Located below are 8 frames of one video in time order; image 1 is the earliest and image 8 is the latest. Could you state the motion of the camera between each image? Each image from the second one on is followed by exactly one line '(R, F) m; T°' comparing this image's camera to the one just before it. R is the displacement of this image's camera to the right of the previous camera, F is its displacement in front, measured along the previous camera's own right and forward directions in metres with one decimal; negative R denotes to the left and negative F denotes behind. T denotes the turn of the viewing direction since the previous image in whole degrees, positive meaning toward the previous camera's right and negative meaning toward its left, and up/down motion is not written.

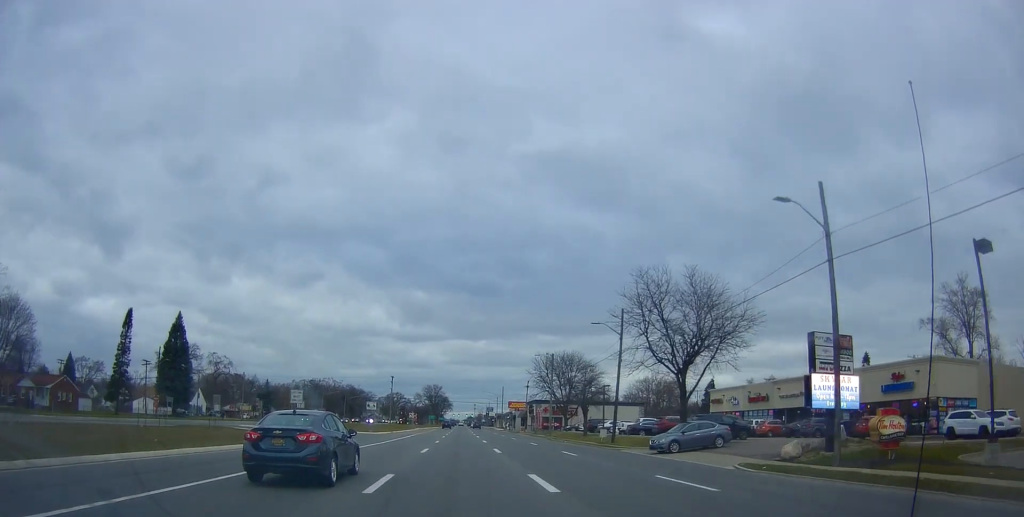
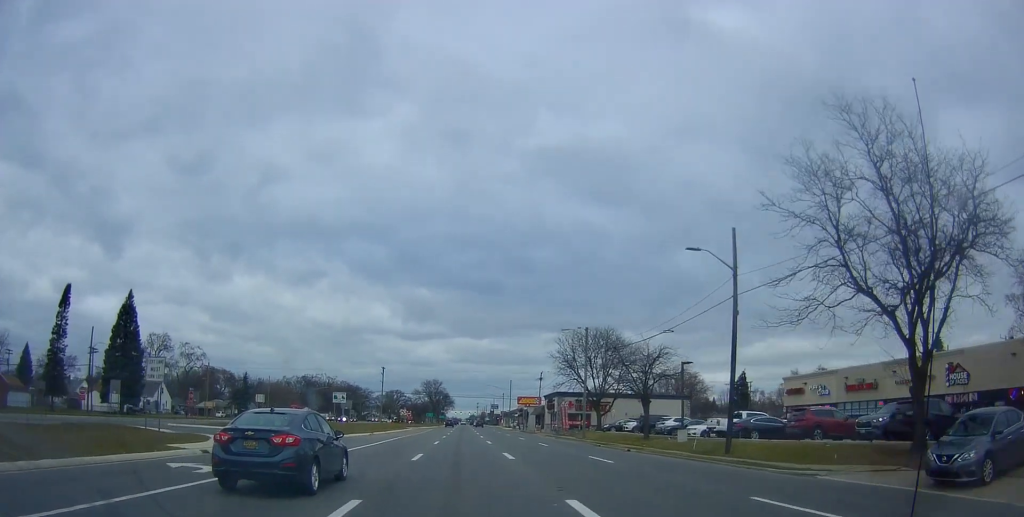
(+0.4, +20.2) m; -1°
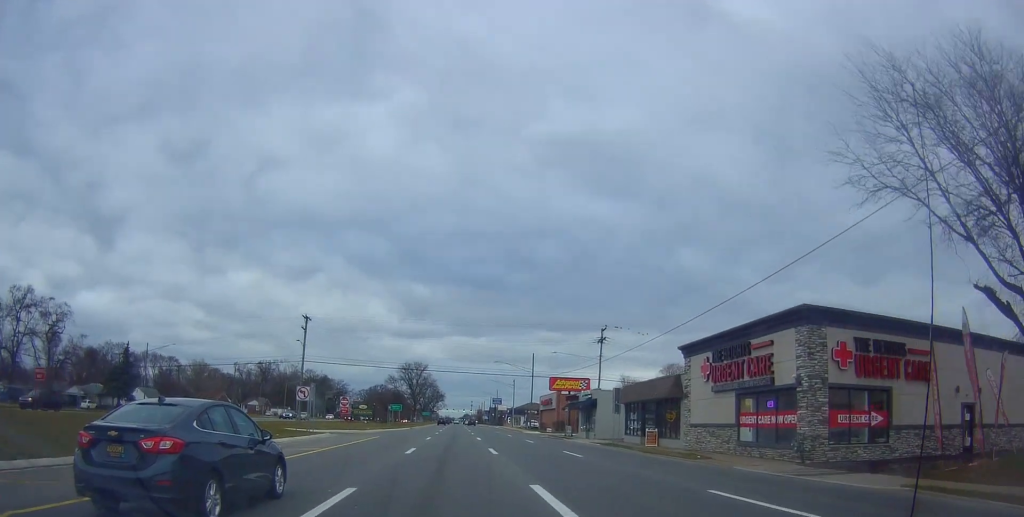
(-0.7, +58.9) m; 0°
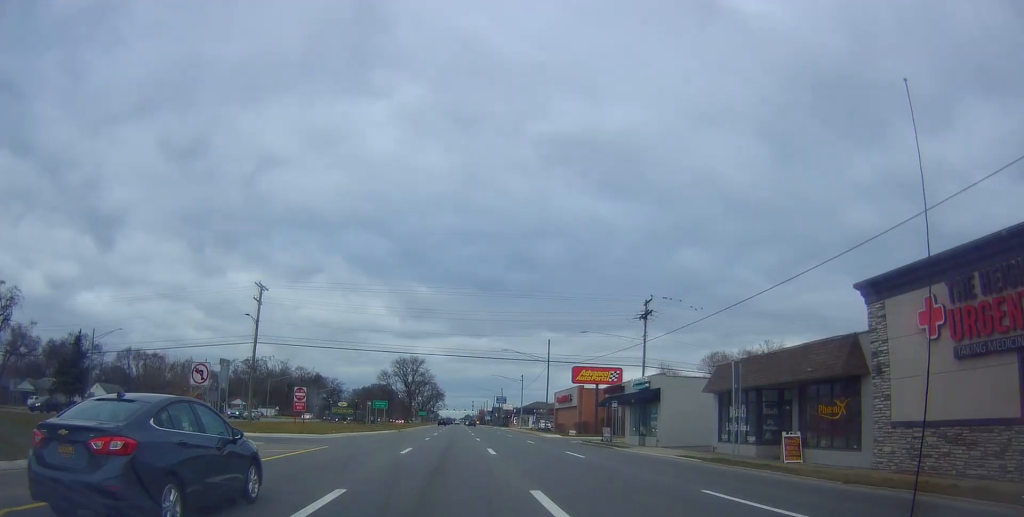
(+0.4, +16.3) m; +1°
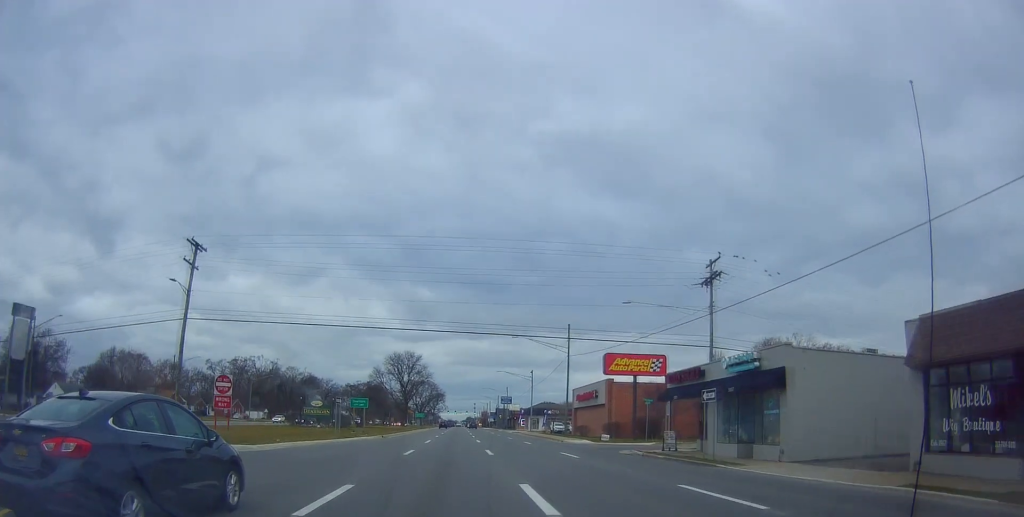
(+0.1, +14.2) m; 0°
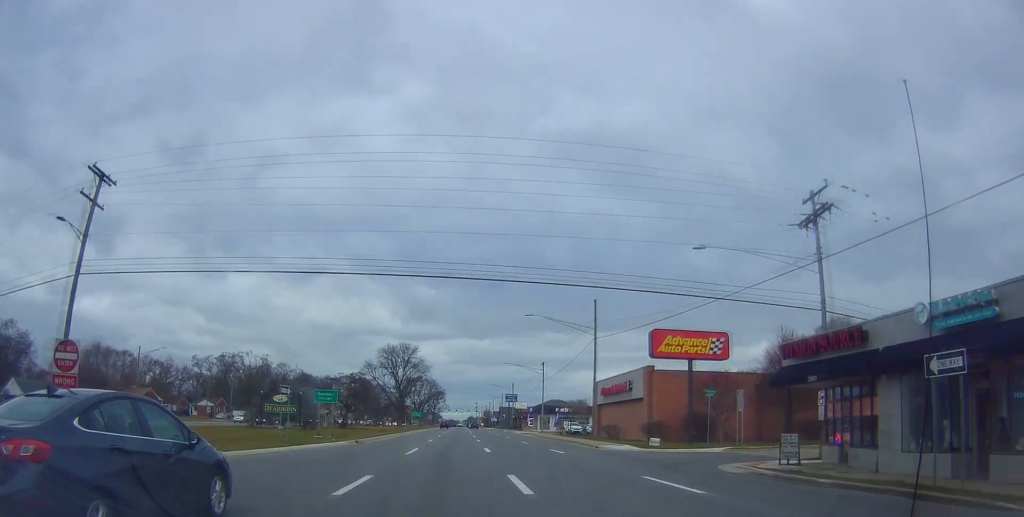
(-0.3, +12.7) m; 0°
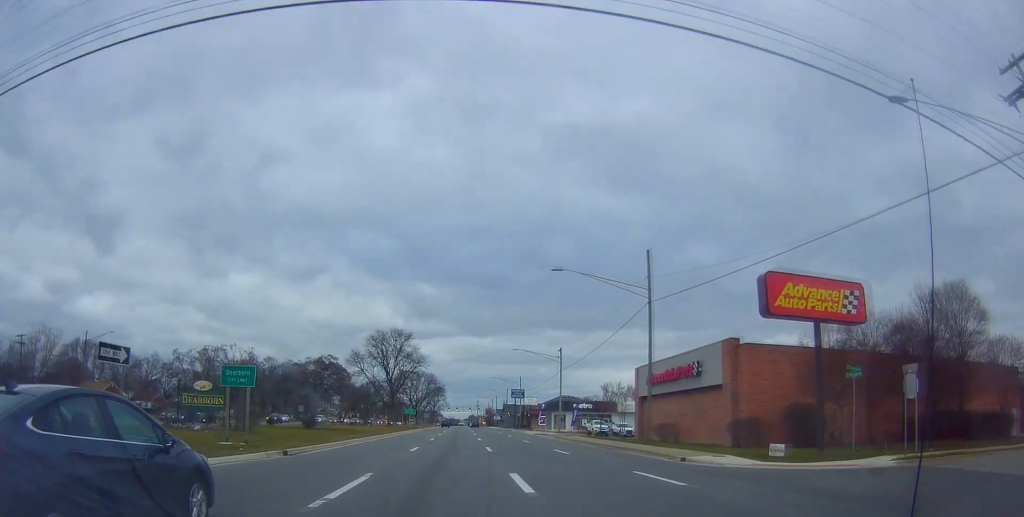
(+0.3, +15.1) m; -1°
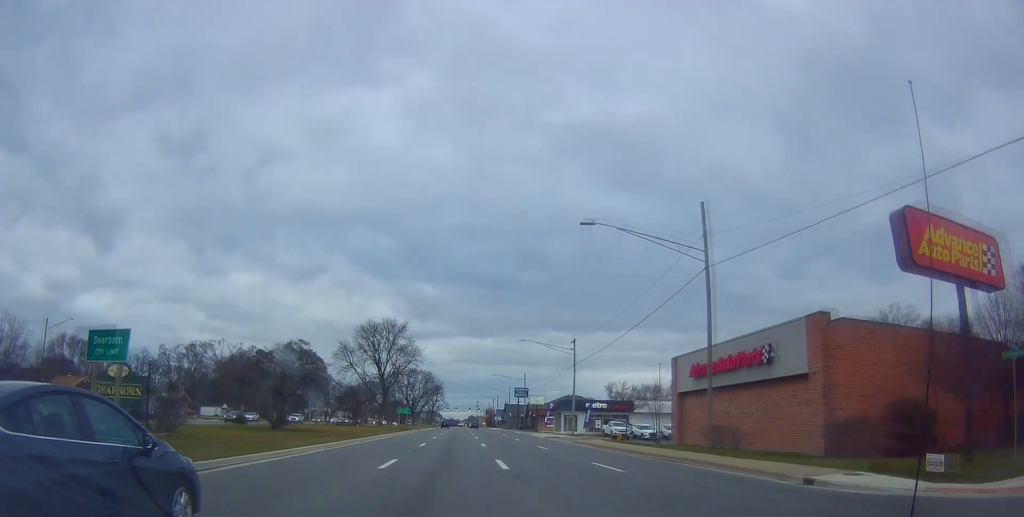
(0.0, +9.1) m; 0°
